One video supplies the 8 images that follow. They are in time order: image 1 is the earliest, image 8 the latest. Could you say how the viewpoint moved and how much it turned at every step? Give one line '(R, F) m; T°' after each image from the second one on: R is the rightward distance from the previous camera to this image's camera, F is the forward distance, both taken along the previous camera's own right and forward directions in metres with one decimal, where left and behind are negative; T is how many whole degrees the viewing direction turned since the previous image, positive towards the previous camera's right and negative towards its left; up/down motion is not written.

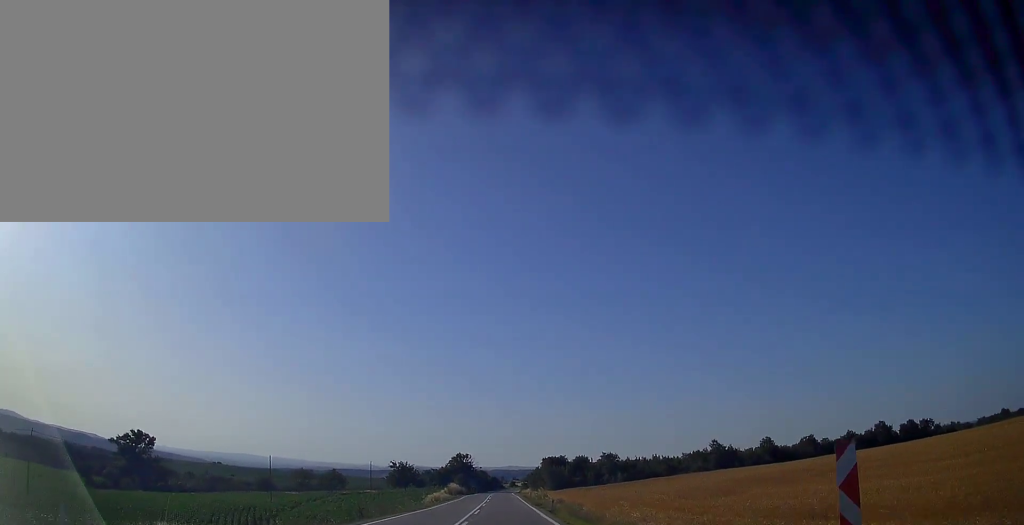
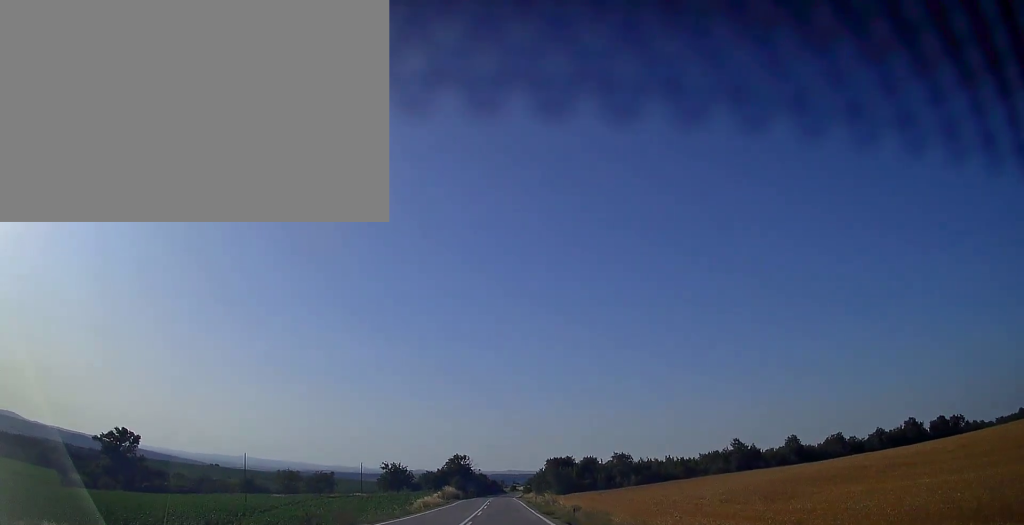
(+0.1, +10.8) m; 0°
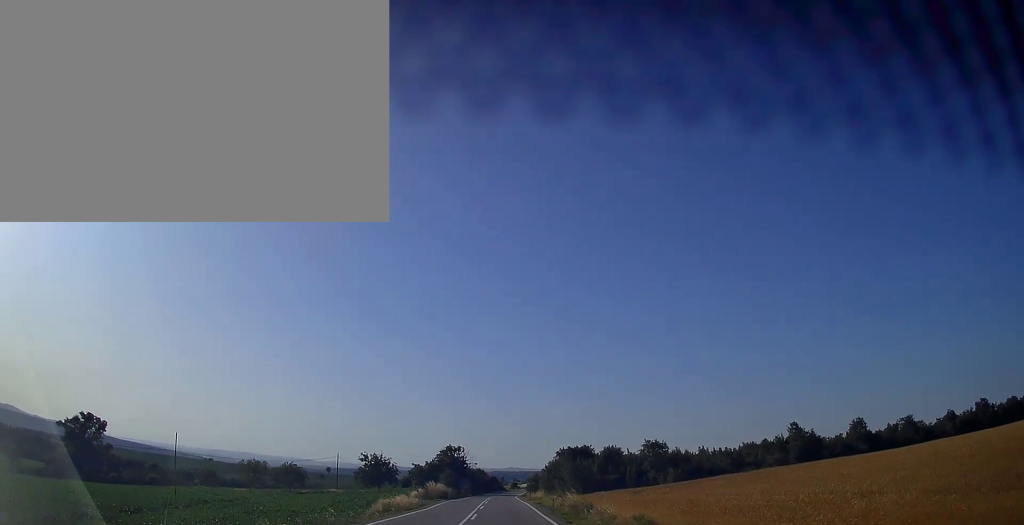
(-0.1, +20.0) m; 0°
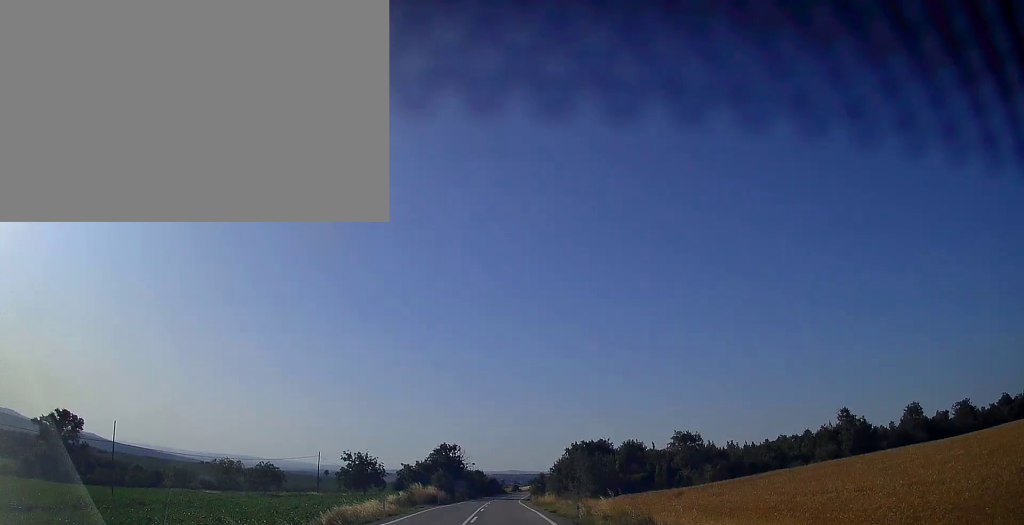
(-0.1, +12.5) m; 0°
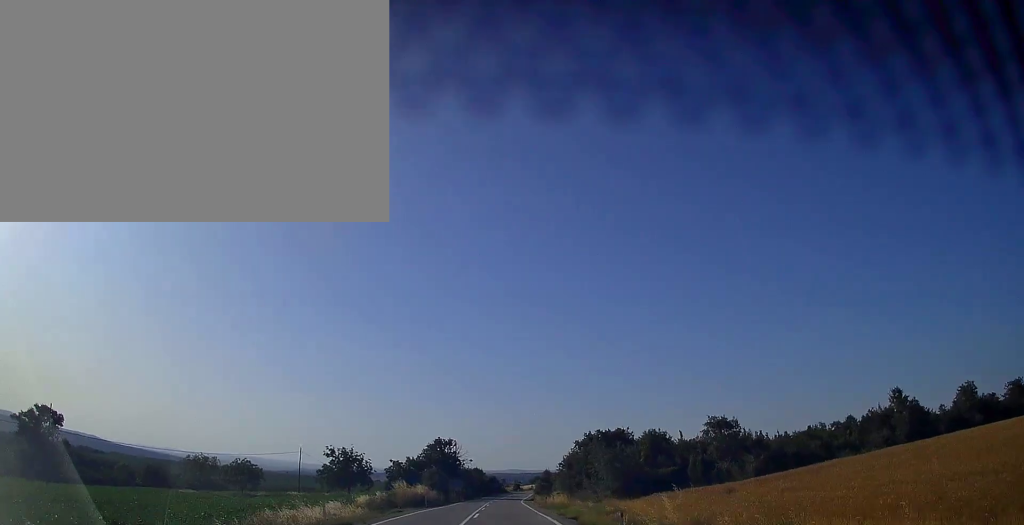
(+0.1, +10.0) m; 0°
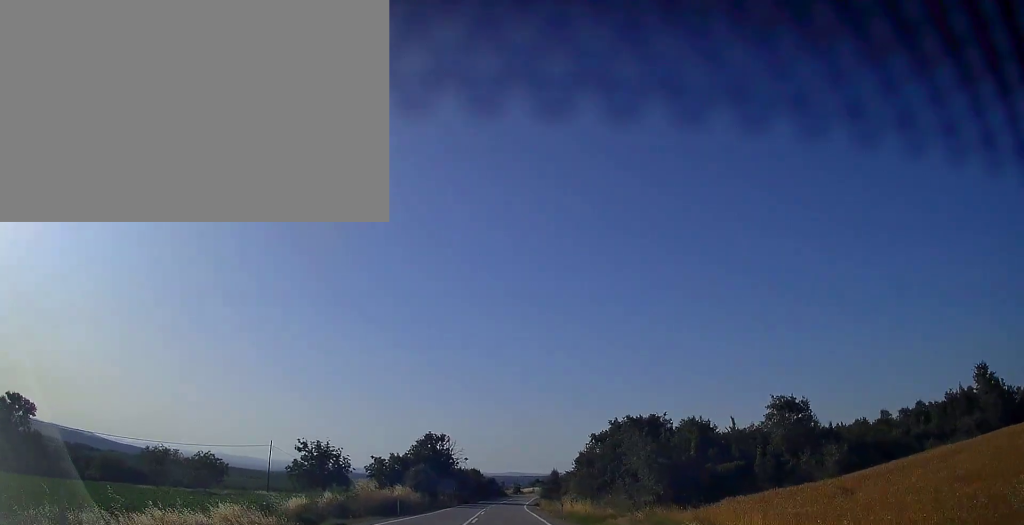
(+0.1, +12.5) m; 0°
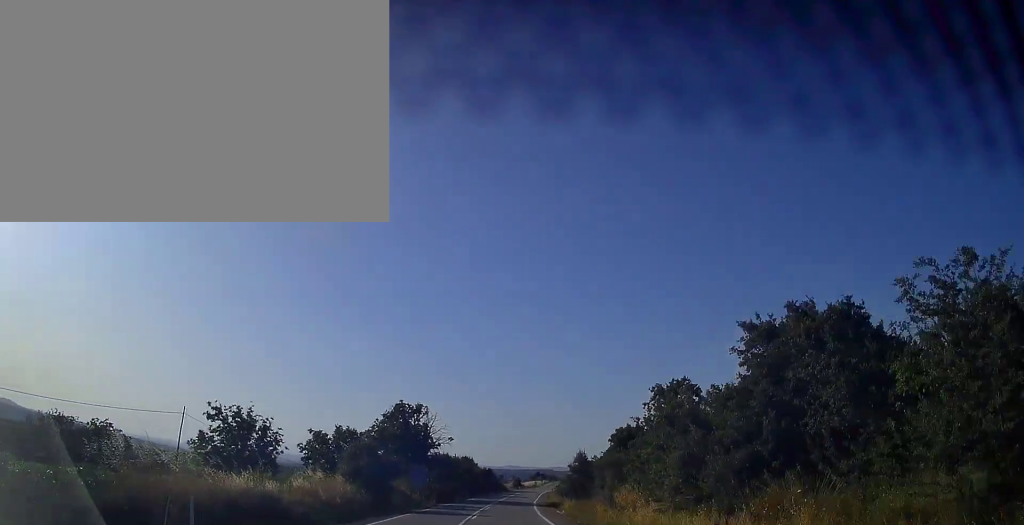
(-0.1, +23.3) m; 0°
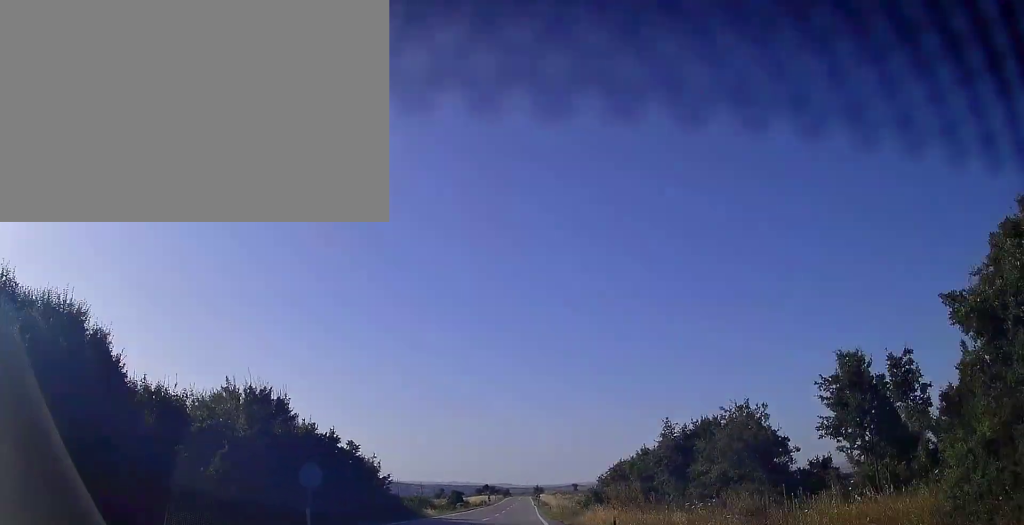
(+2.2, +78.1) m; +4°
